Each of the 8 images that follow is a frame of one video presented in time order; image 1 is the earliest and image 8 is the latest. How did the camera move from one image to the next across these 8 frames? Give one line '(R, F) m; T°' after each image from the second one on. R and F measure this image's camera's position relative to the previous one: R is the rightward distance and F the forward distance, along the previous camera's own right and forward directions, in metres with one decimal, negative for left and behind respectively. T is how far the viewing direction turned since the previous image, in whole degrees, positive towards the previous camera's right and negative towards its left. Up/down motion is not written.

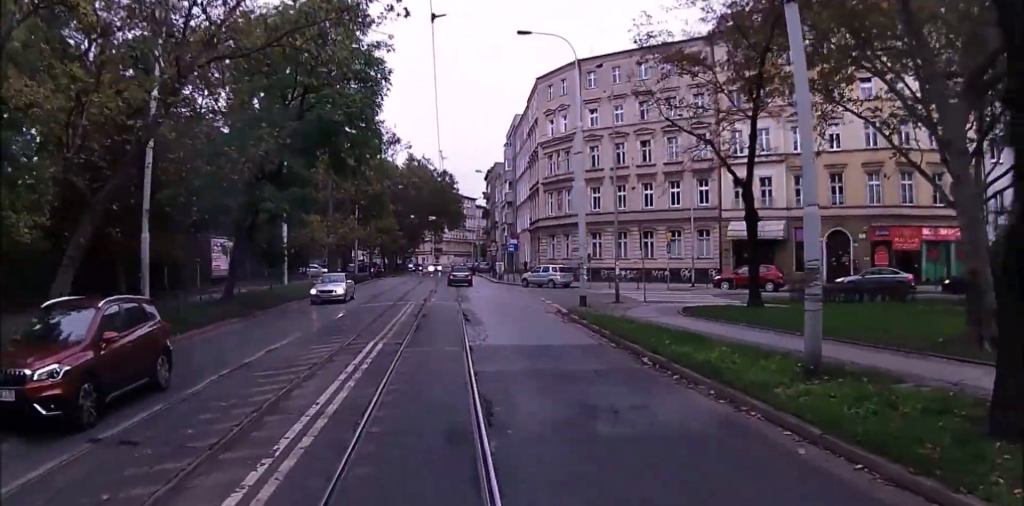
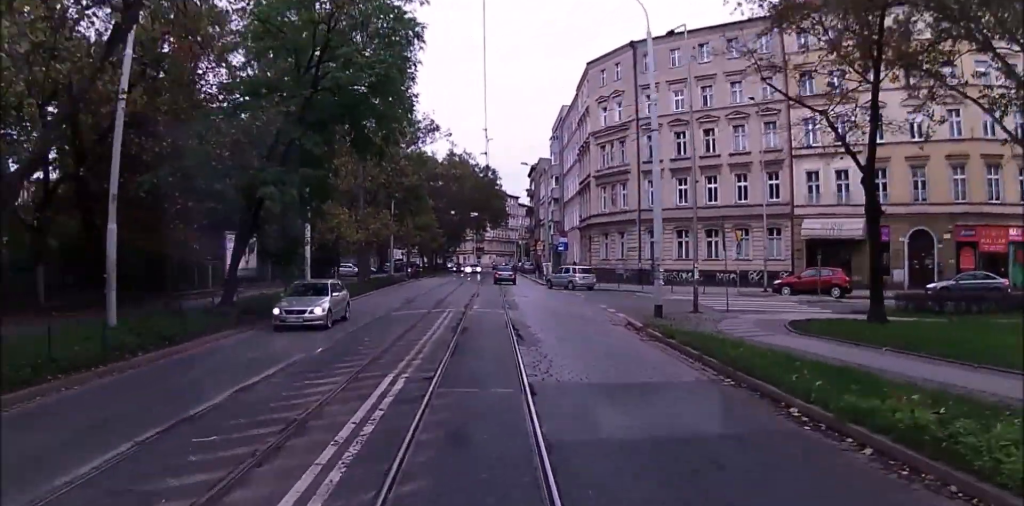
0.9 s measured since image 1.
(0.0, +5.0) m; 0°
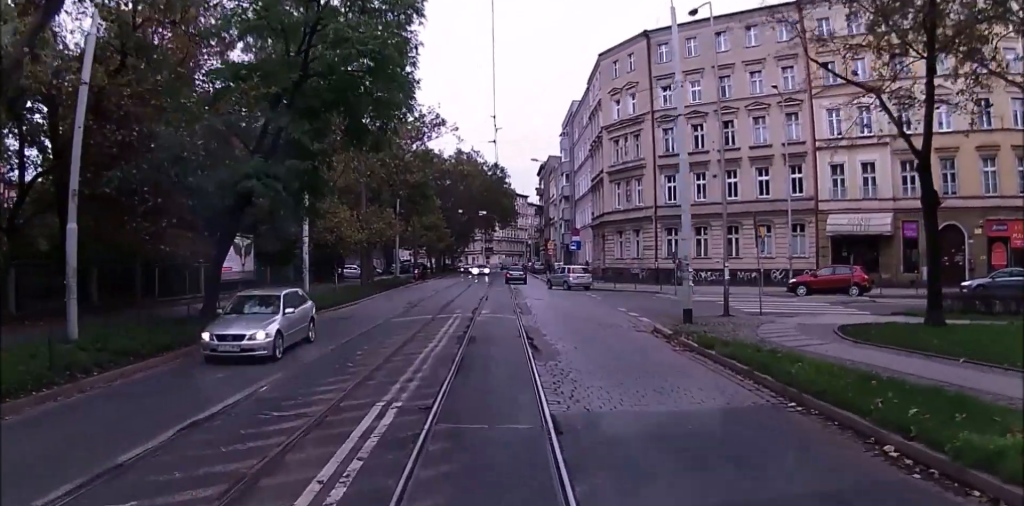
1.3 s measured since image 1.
(0.0, +2.7) m; 0°
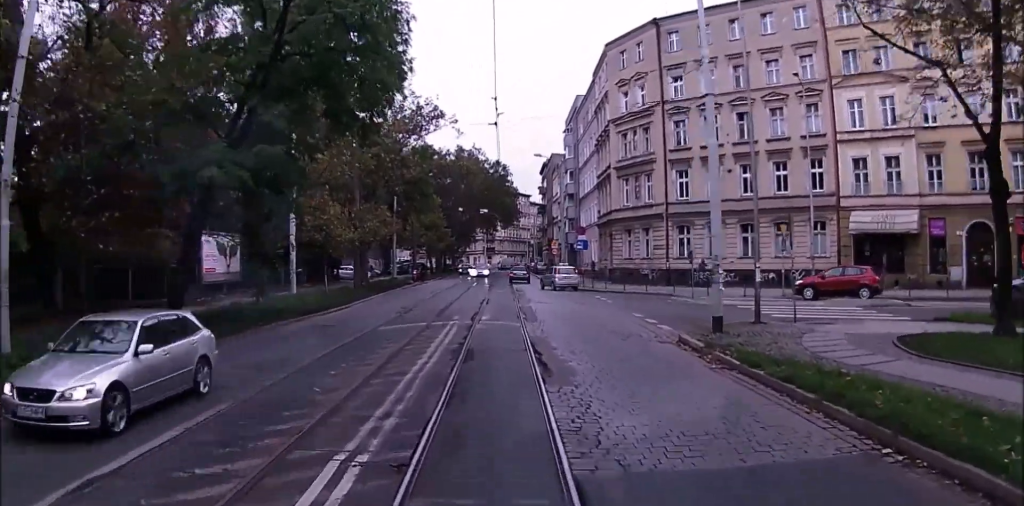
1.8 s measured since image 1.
(0.0, +3.0) m; 0°
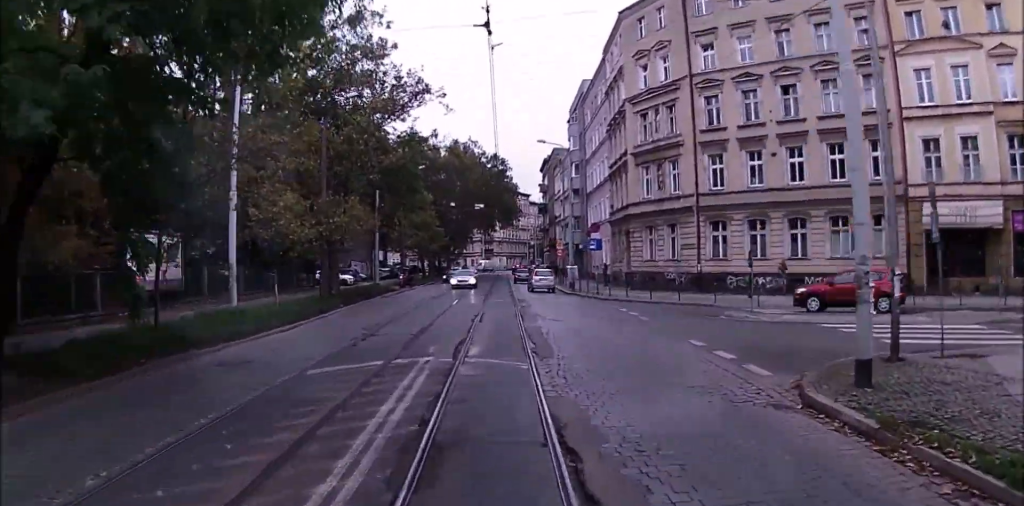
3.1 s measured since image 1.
(0.0, +8.9) m; 0°
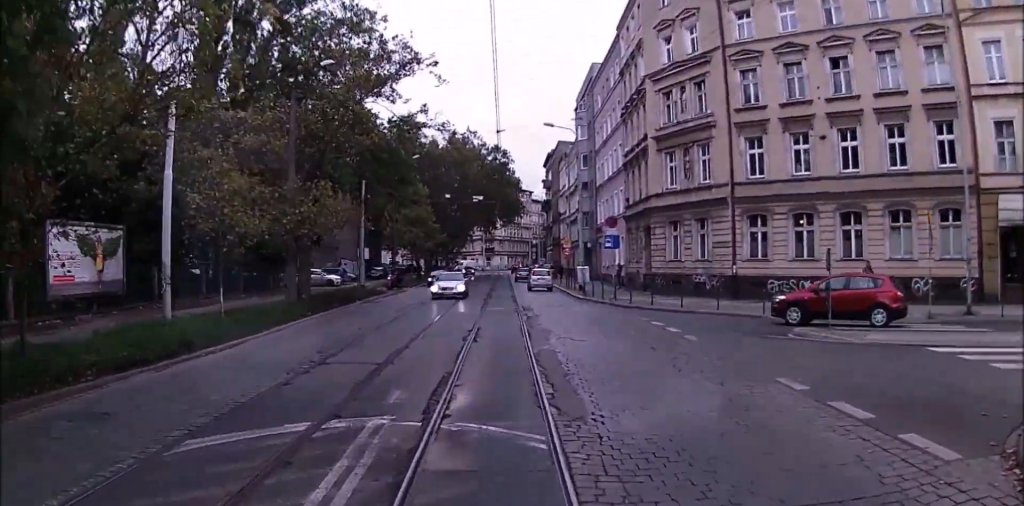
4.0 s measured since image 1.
(0.0, +6.0) m; -2°
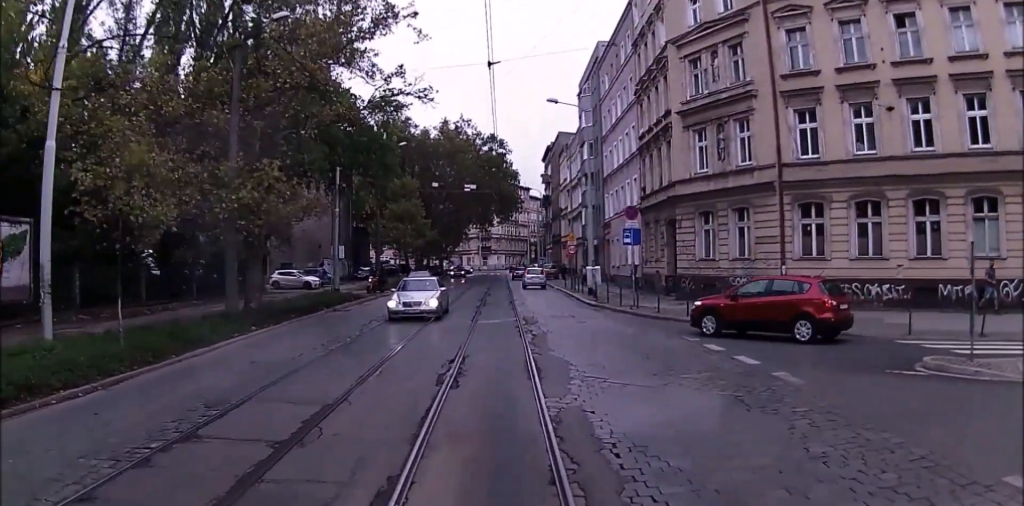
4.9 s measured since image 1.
(-0.2, +6.3) m; +1°
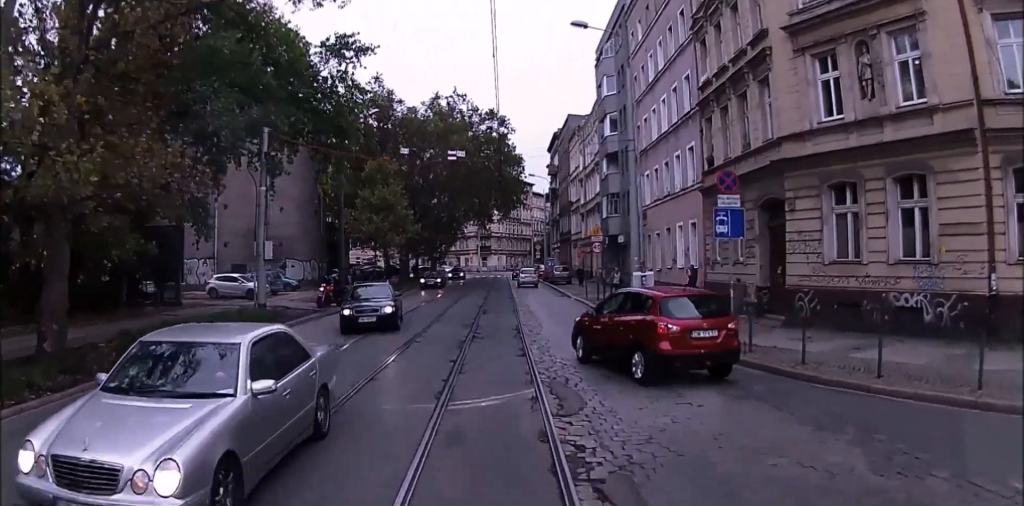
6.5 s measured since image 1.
(+0.1, +12.6) m; 0°
